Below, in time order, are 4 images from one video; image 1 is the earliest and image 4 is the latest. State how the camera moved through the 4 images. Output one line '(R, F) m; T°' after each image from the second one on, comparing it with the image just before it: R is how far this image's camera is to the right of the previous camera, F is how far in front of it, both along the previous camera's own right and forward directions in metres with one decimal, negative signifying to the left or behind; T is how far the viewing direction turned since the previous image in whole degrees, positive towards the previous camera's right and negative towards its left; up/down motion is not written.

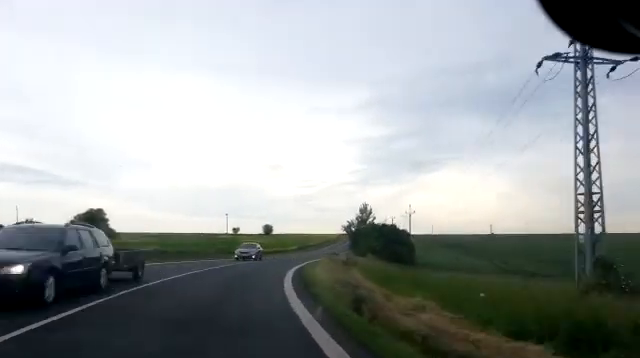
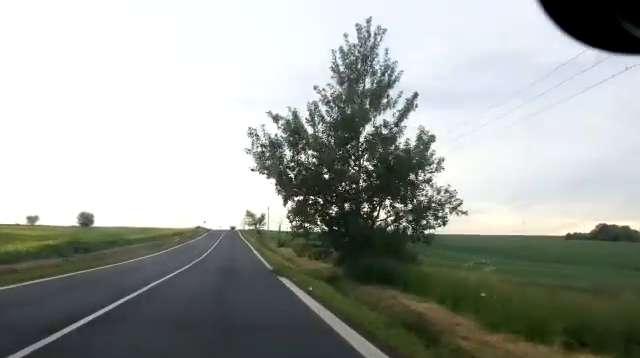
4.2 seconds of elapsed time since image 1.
(+12.8, +85.7) m; +13°
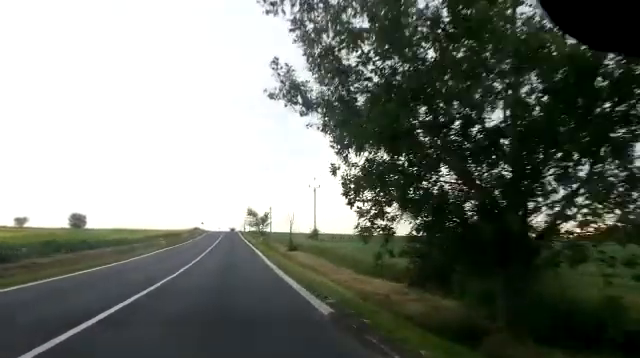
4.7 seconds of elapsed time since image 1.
(-0.2, +12.4) m; 0°
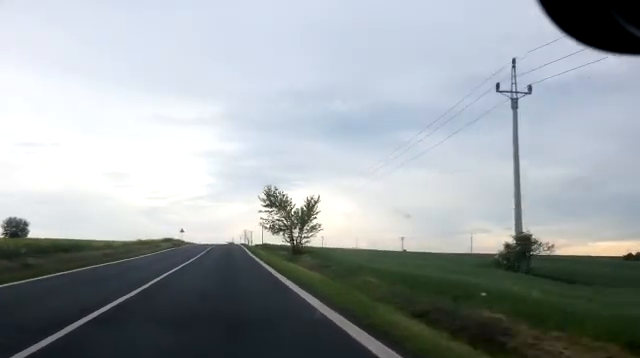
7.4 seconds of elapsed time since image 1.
(+0.4, +59.8) m; 0°
